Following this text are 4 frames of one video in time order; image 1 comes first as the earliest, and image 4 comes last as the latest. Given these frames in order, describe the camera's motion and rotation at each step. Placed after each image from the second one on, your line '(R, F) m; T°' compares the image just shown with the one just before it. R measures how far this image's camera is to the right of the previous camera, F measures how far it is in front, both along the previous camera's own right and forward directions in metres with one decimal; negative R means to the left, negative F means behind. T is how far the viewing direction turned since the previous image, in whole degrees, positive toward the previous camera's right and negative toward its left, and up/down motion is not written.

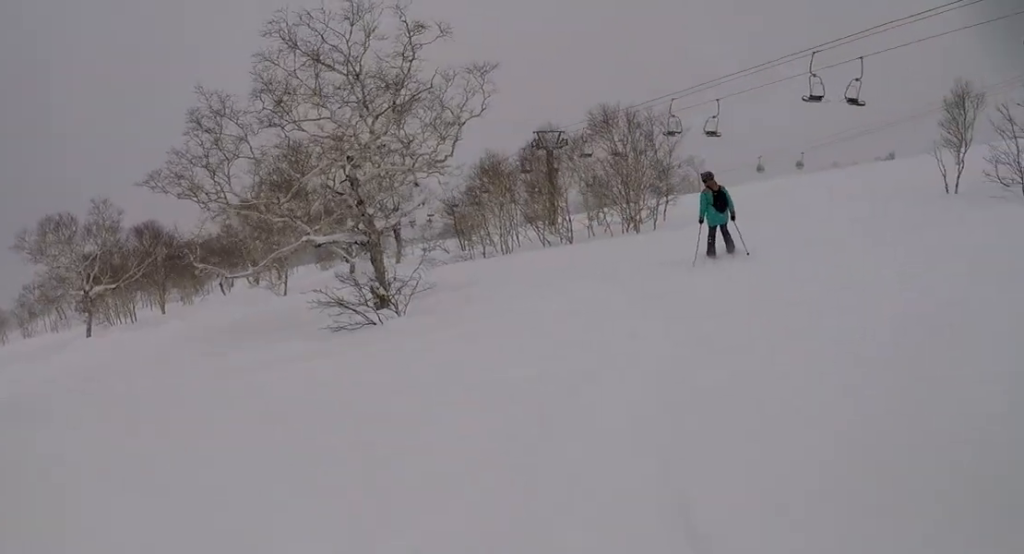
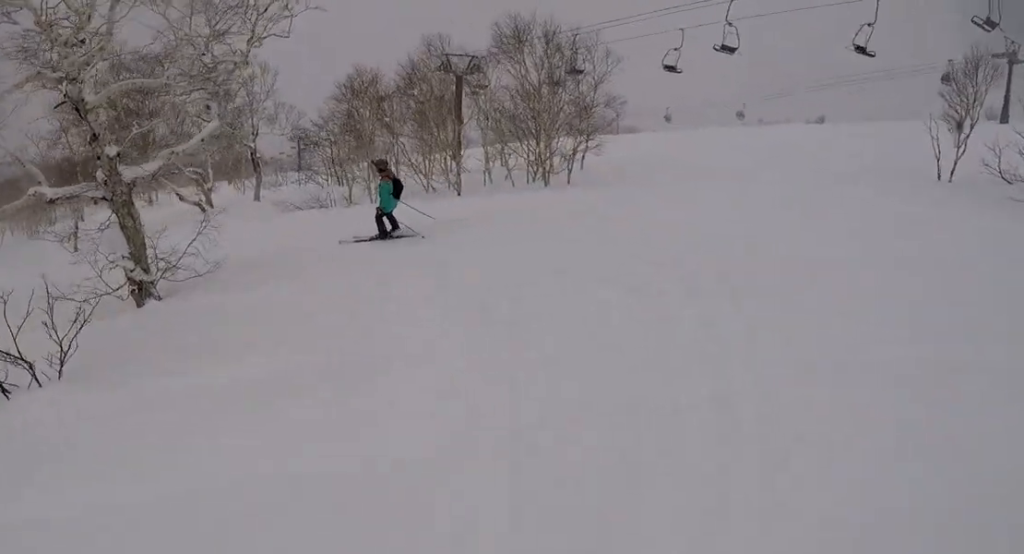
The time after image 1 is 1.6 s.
(+1.5, +5.5) m; +9°
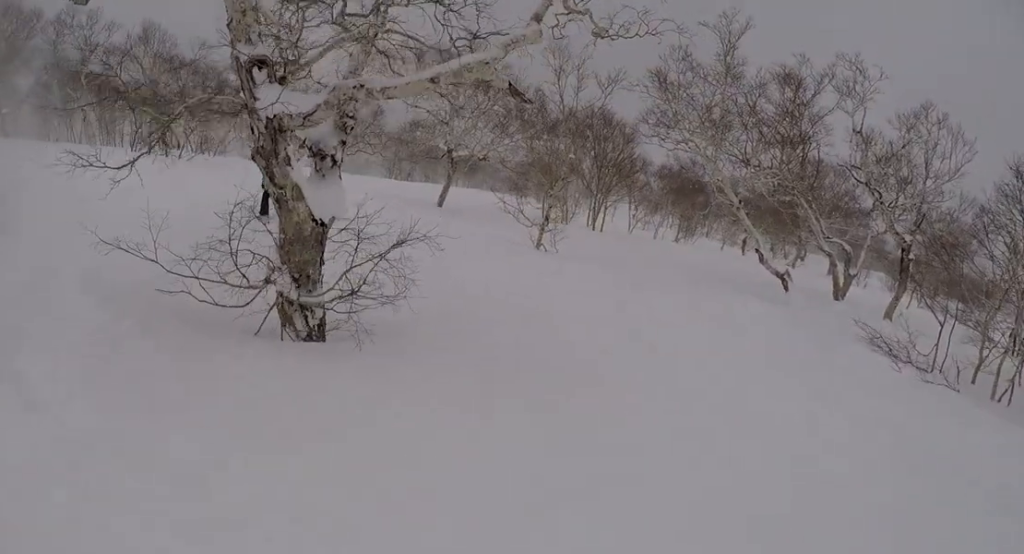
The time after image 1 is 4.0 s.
(-3.1, +8.0) m; -66°
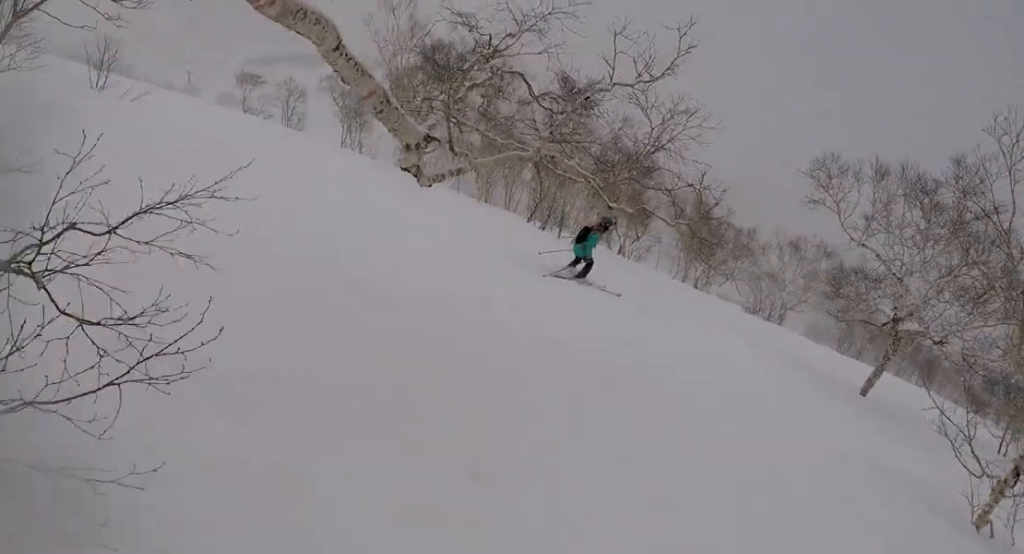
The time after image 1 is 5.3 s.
(-3.3, +4.5) m; -40°
